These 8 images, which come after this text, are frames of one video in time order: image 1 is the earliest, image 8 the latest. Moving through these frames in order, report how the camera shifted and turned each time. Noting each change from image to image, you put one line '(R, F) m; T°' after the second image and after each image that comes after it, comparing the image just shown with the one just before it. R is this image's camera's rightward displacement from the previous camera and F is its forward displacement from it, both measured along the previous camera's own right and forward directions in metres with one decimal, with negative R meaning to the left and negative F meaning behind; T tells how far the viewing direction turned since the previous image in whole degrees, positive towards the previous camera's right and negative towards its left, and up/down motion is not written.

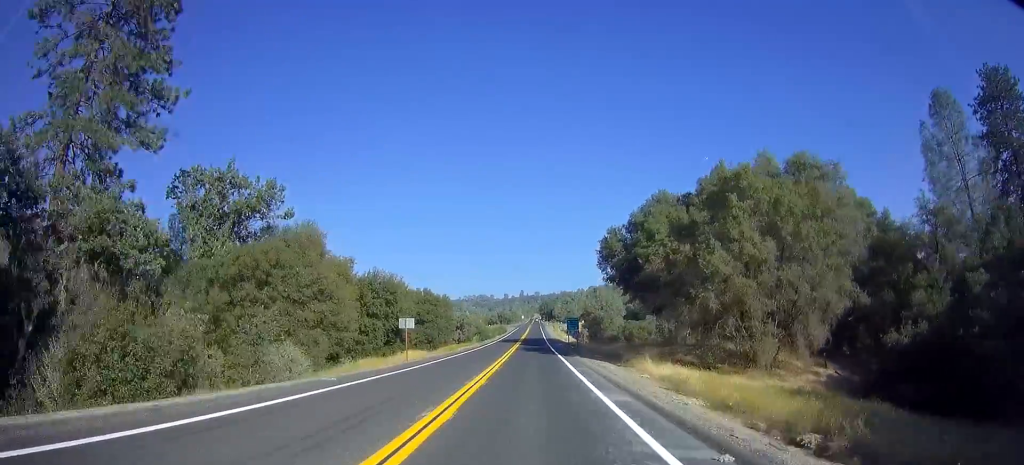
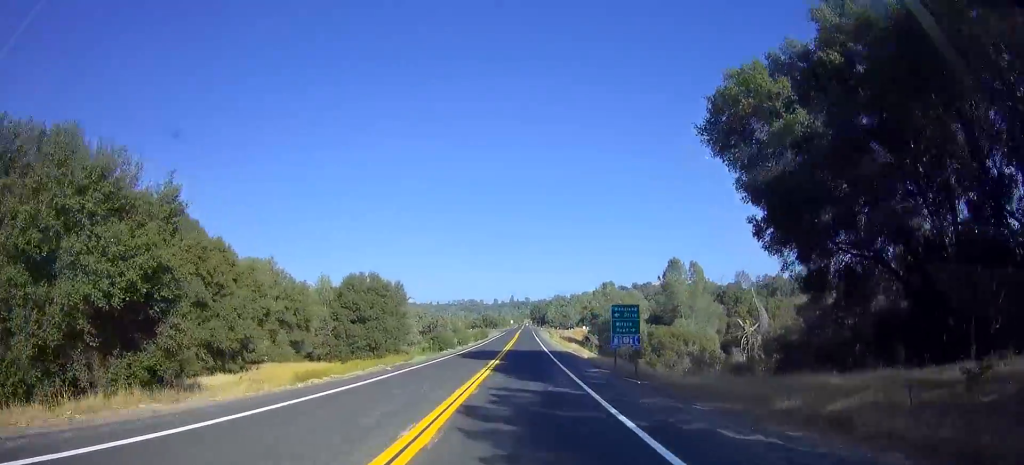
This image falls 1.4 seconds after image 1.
(+0.5, +37.9) m; +1°
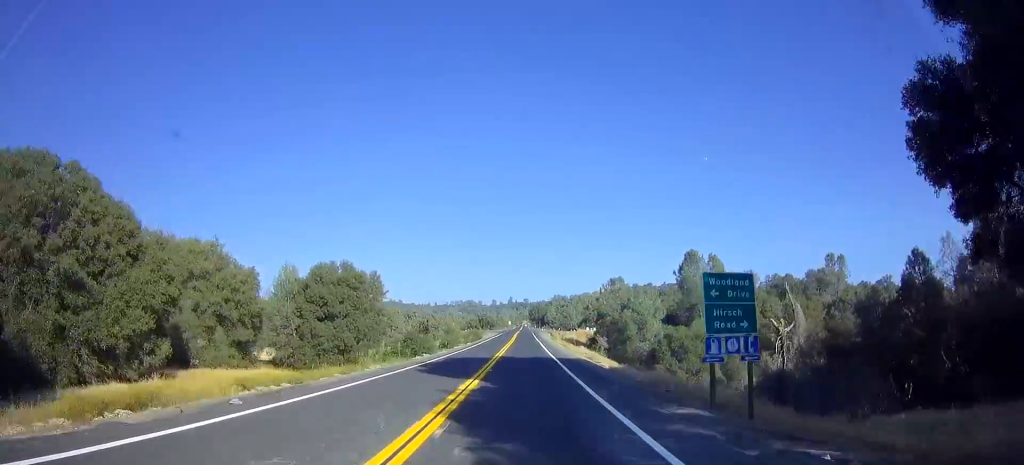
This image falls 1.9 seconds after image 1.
(-0.1, +13.6) m; 0°
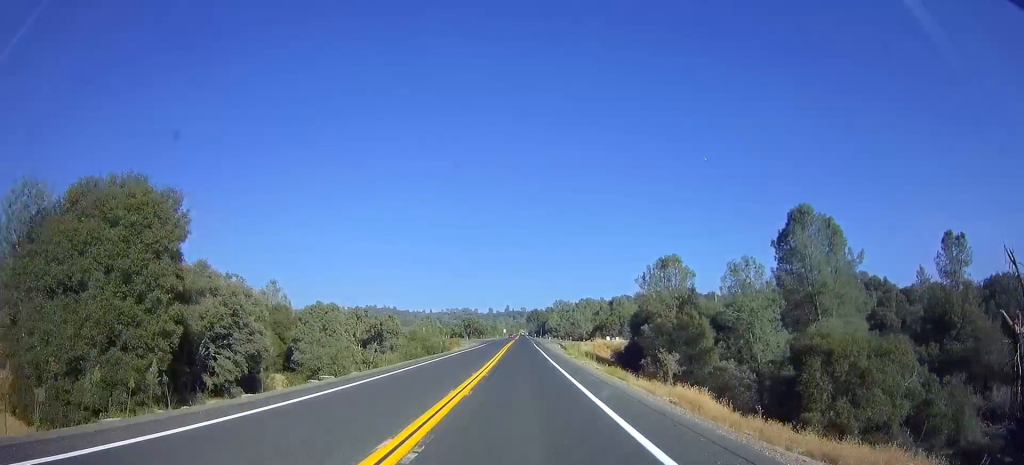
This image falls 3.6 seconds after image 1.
(+0.7, +45.4) m; +1°
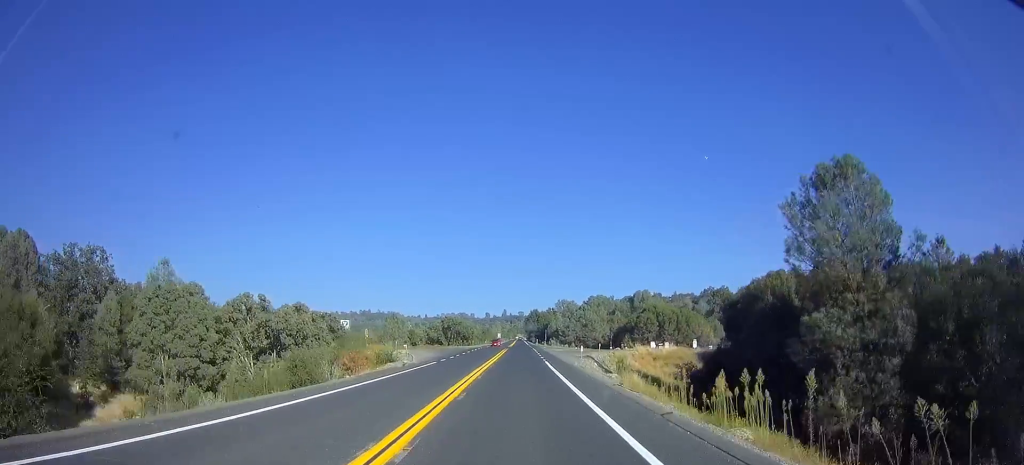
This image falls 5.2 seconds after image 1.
(0.0, +44.1) m; +1°
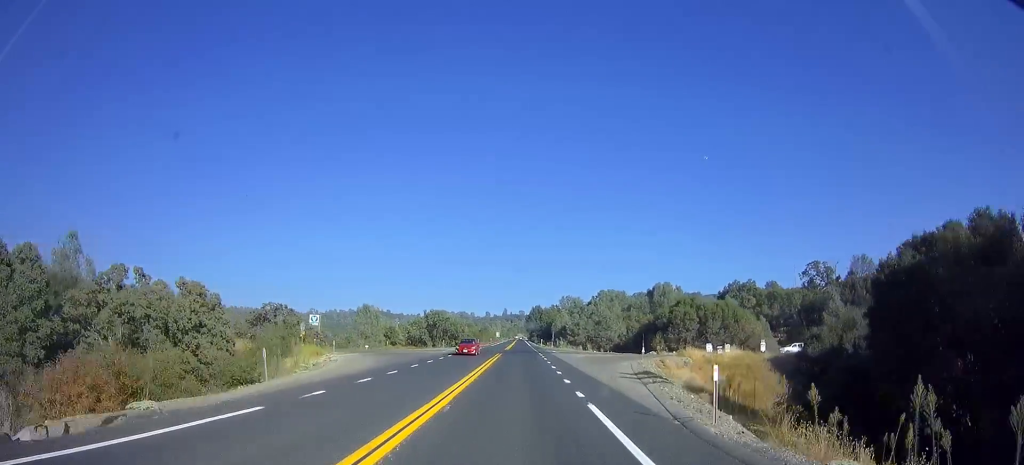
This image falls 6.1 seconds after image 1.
(+0.2, +24.1) m; 0°
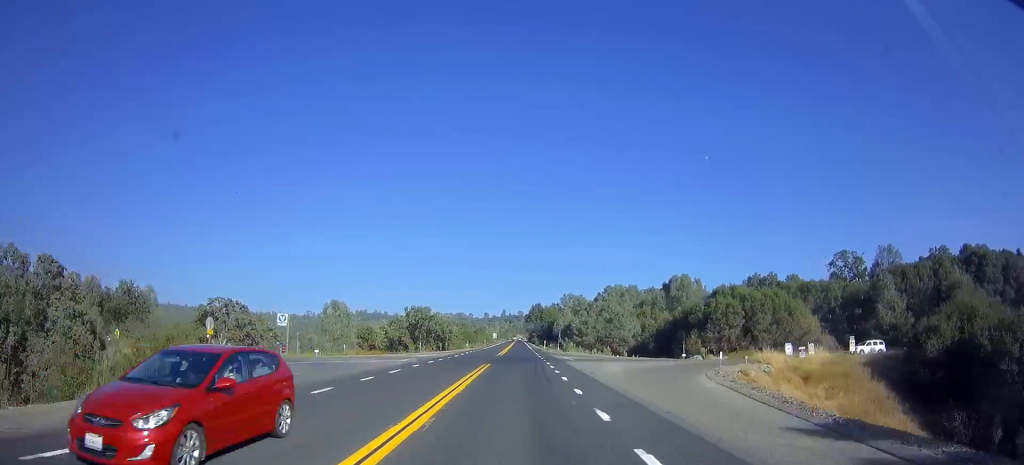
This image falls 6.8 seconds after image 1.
(-0.1, +17.8) m; 0°
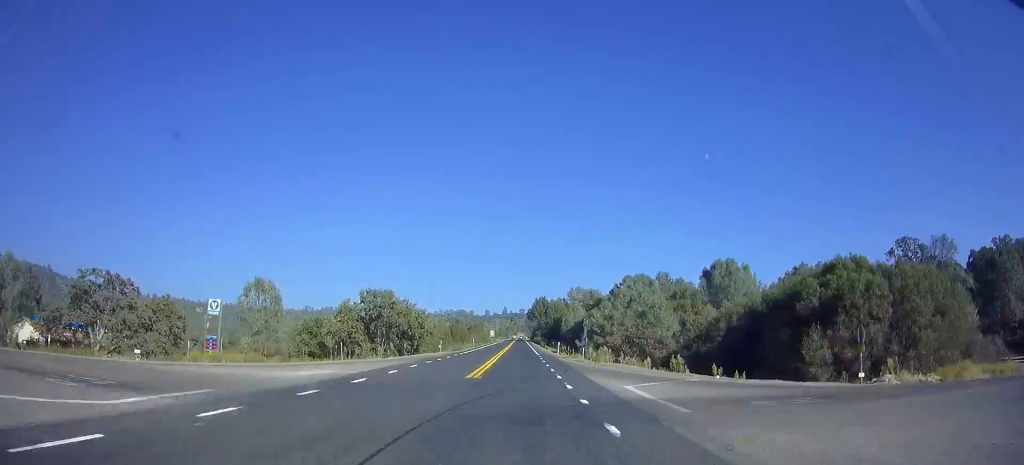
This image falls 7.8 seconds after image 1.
(0.0, +28.3) m; 0°
